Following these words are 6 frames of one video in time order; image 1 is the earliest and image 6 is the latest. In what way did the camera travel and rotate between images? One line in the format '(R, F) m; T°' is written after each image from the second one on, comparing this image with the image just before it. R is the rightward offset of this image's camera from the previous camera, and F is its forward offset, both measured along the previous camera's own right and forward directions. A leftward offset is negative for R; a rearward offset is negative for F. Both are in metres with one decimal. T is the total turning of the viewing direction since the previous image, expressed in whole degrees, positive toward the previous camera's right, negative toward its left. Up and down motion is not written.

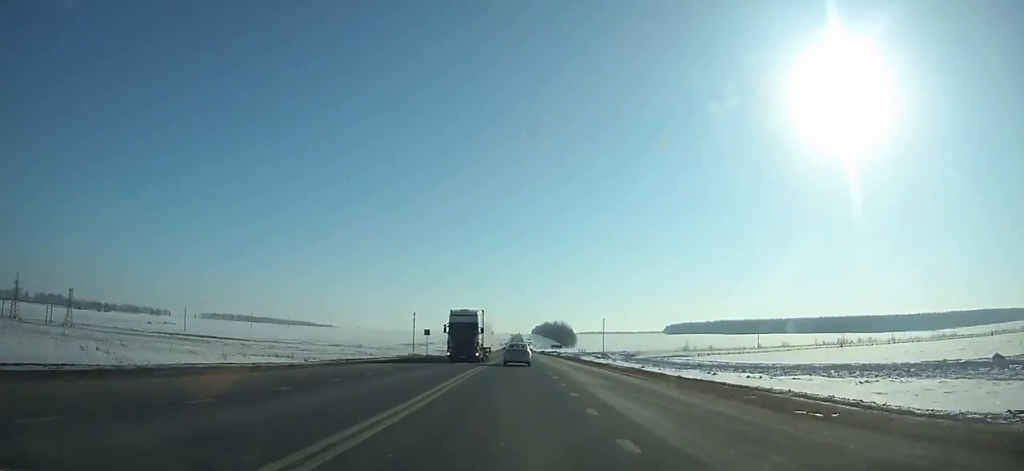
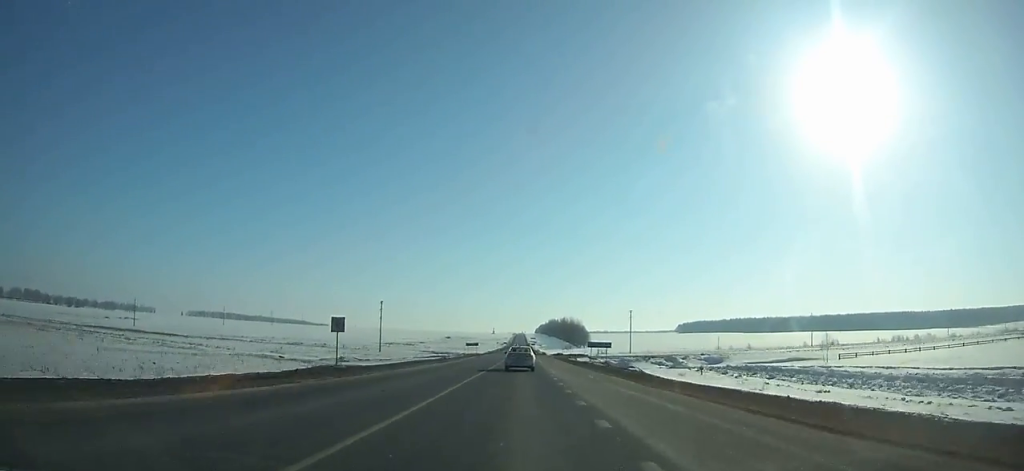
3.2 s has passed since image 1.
(-0.4, +76.9) m; 0°
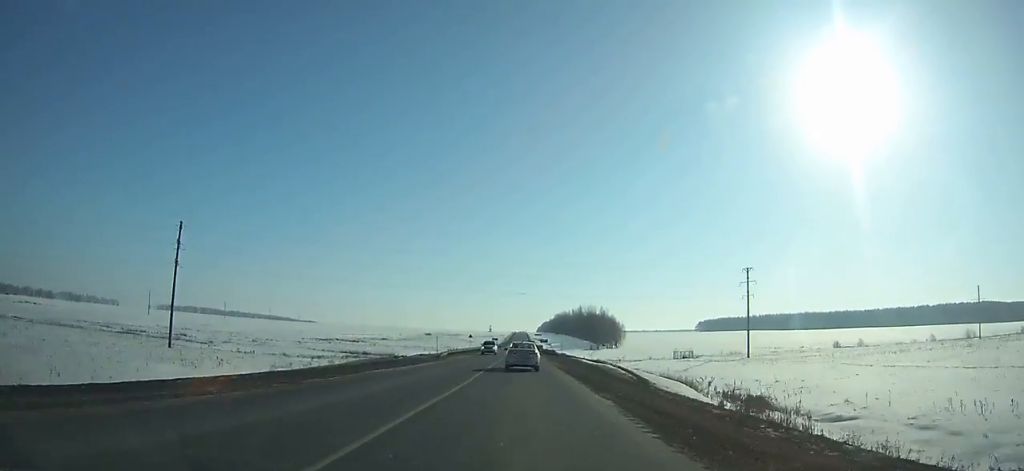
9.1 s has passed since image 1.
(-0.2, +138.9) m; 0°
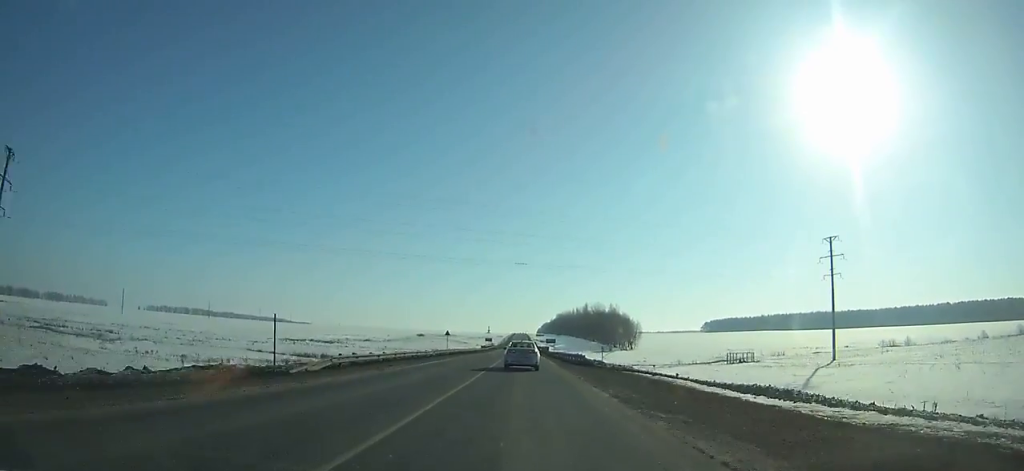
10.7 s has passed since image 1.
(+0.1, +37.3) m; 0°
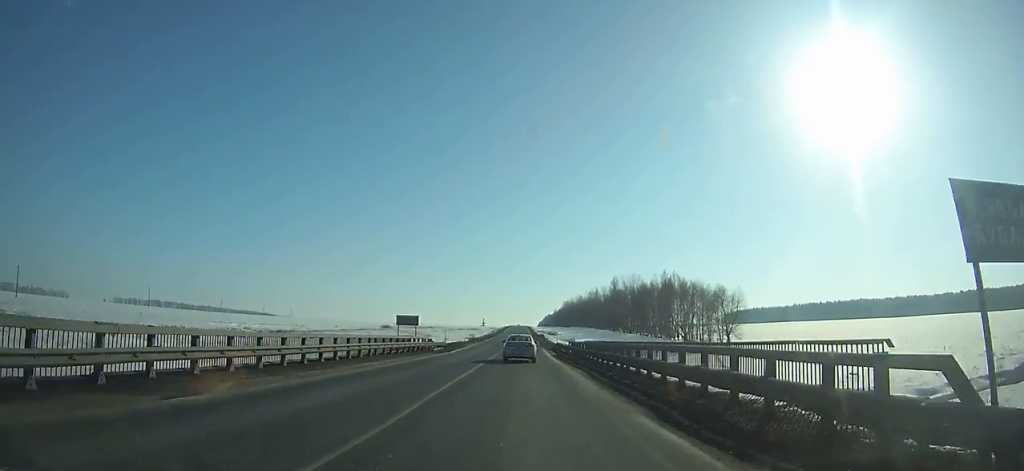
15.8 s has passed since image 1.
(+0.3, +118.7) m; 0°
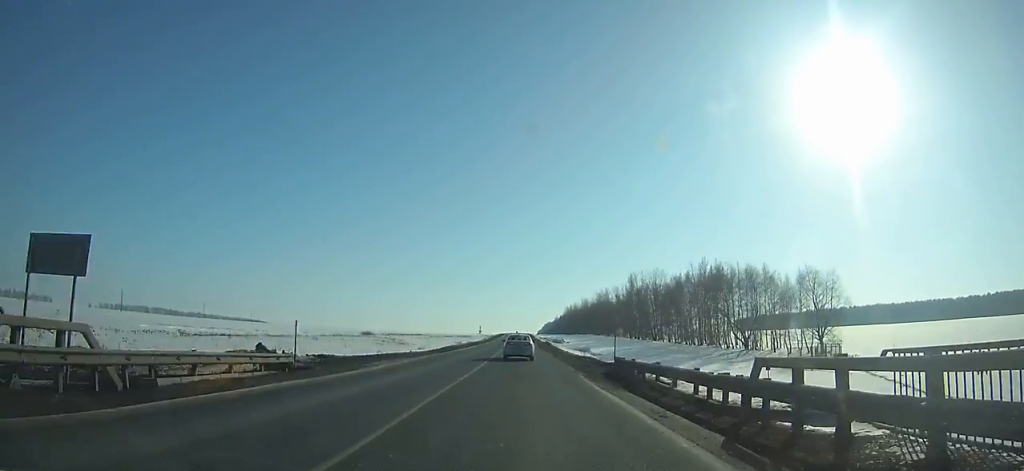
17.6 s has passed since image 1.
(-0.2, +42.2) m; 0°
